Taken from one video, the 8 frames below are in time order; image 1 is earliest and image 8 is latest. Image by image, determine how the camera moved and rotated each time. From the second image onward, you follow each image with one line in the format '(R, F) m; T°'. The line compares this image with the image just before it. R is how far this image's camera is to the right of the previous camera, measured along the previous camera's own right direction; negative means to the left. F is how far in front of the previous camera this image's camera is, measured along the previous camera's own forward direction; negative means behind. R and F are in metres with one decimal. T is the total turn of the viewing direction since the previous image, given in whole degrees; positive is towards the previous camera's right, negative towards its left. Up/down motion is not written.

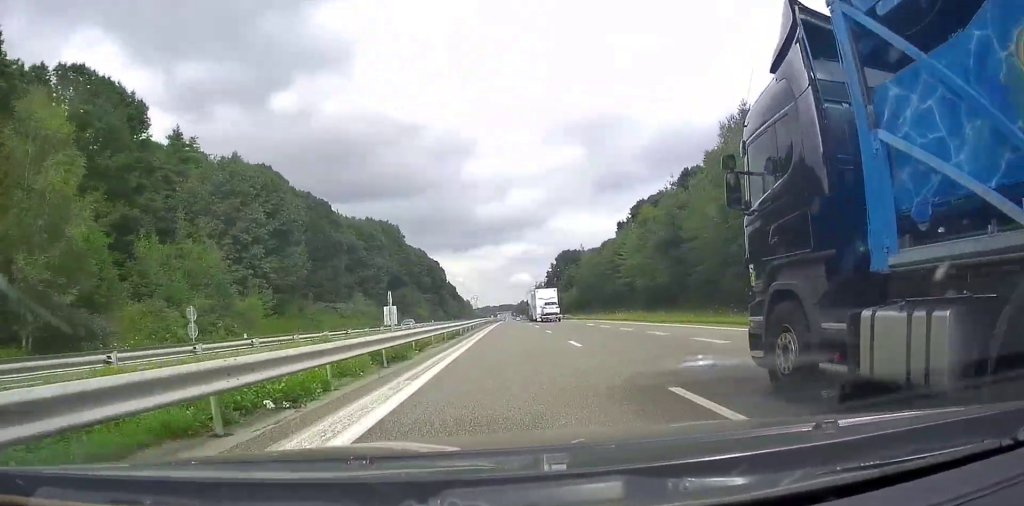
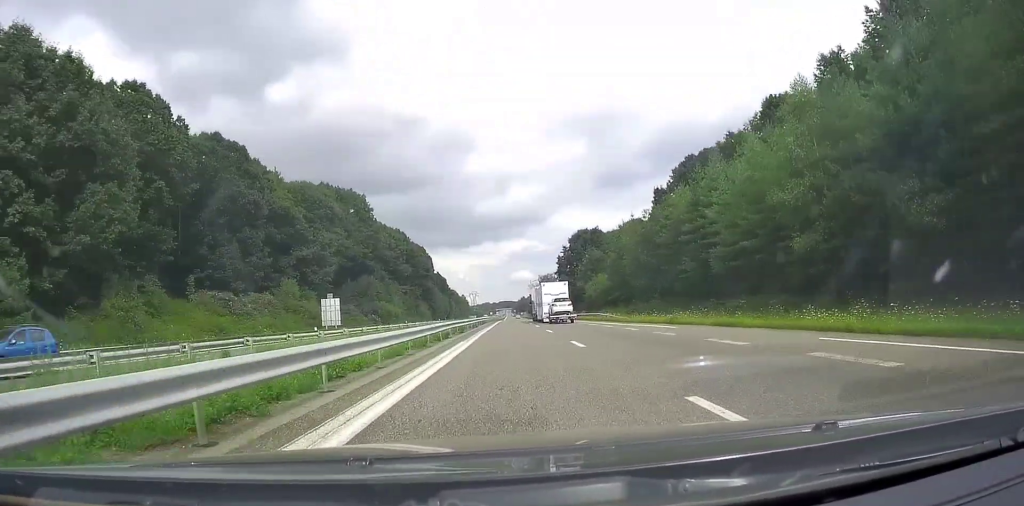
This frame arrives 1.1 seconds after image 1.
(+0.7, +40.1) m; 0°
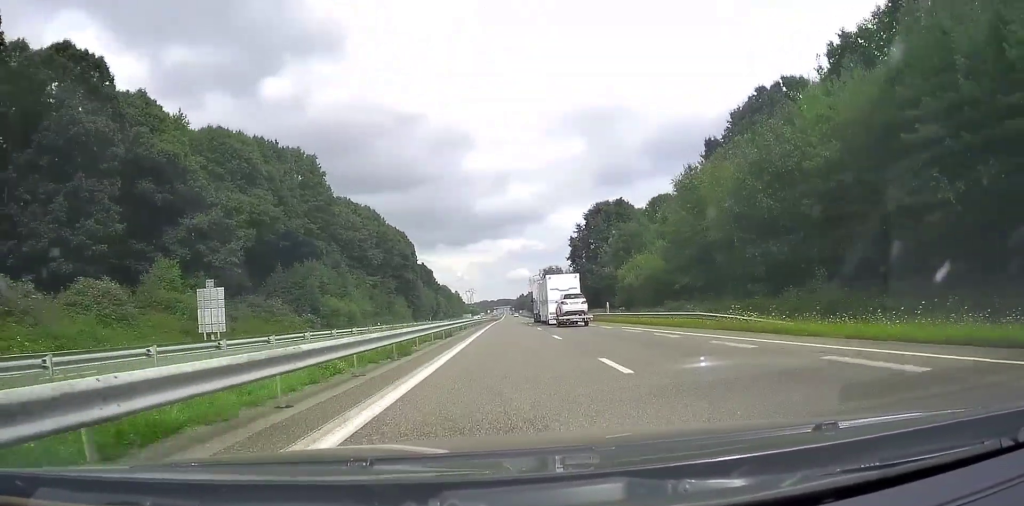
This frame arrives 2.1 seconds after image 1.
(-1.0, +33.1) m; -1°
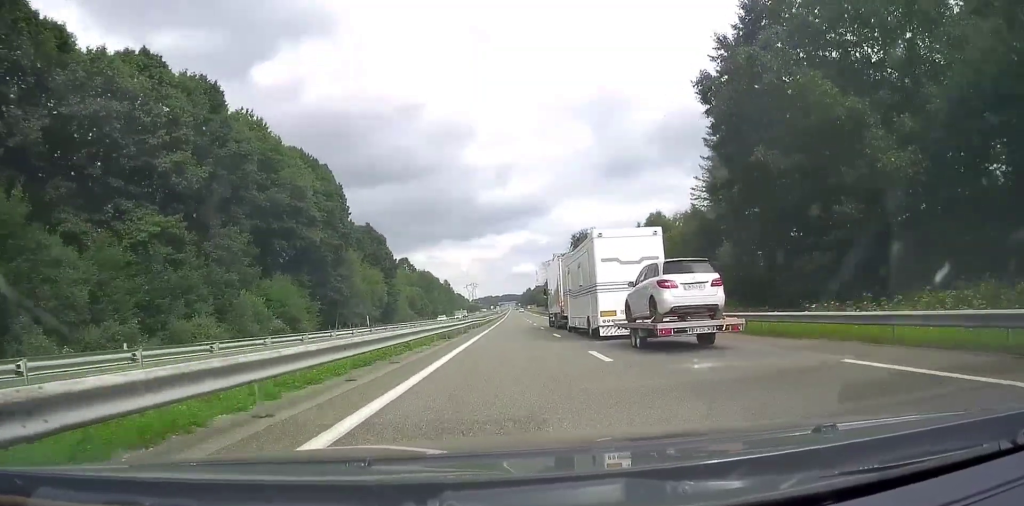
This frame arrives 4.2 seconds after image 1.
(+0.9, +76.3) m; +1°
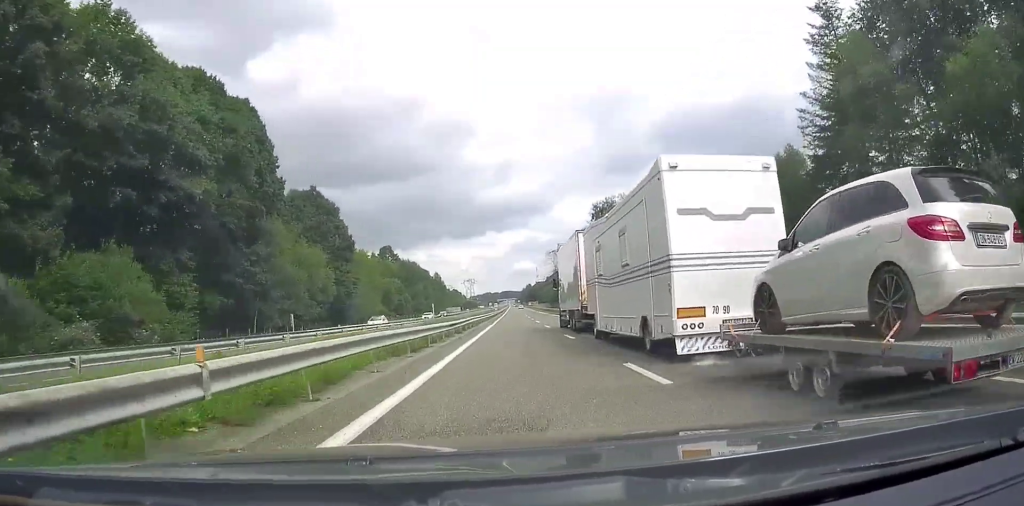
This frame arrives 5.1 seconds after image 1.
(0.0, +30.5) m; -1°
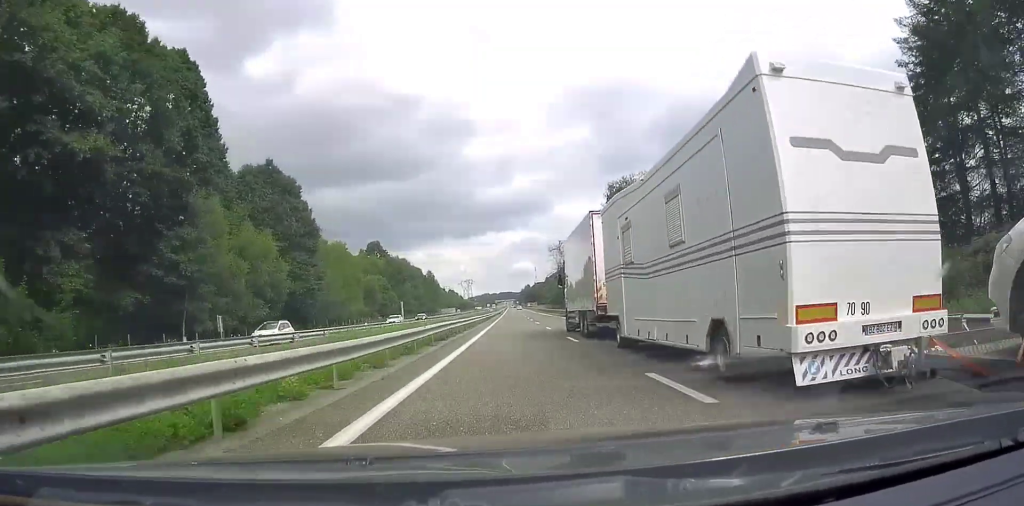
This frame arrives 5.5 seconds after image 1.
(-0.1, +14.7) m; 0°
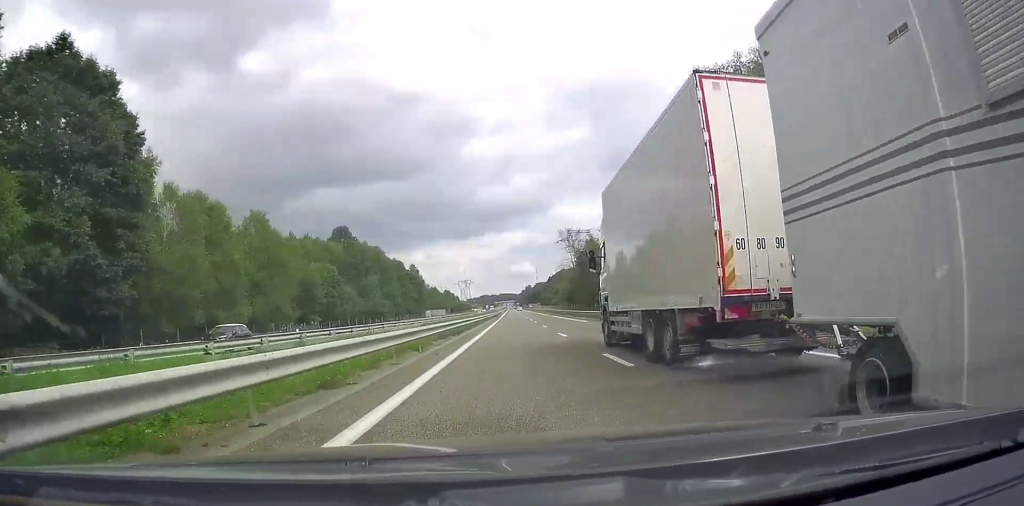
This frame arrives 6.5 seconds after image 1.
(-0.3, +34.7) m; 0°
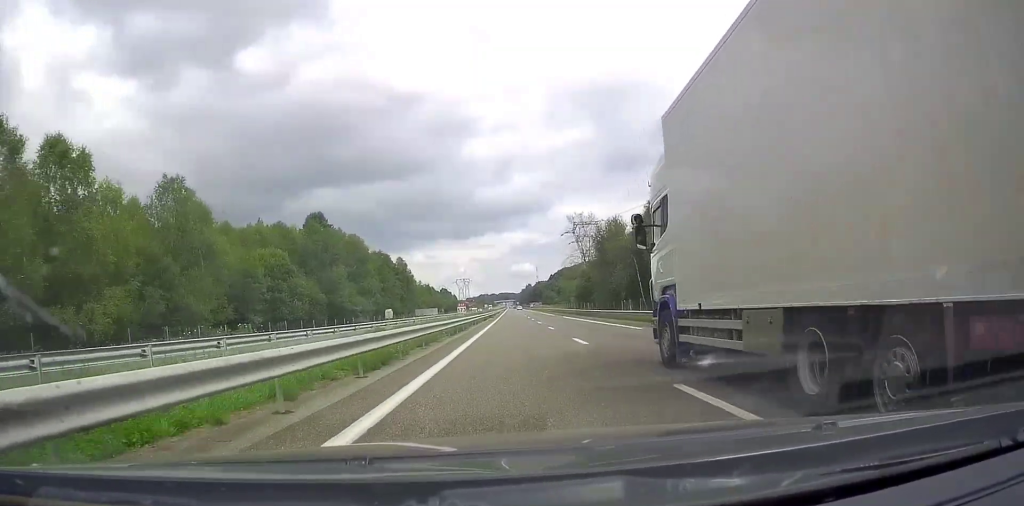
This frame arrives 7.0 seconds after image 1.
(-0.2, +18.7) m; +1°
